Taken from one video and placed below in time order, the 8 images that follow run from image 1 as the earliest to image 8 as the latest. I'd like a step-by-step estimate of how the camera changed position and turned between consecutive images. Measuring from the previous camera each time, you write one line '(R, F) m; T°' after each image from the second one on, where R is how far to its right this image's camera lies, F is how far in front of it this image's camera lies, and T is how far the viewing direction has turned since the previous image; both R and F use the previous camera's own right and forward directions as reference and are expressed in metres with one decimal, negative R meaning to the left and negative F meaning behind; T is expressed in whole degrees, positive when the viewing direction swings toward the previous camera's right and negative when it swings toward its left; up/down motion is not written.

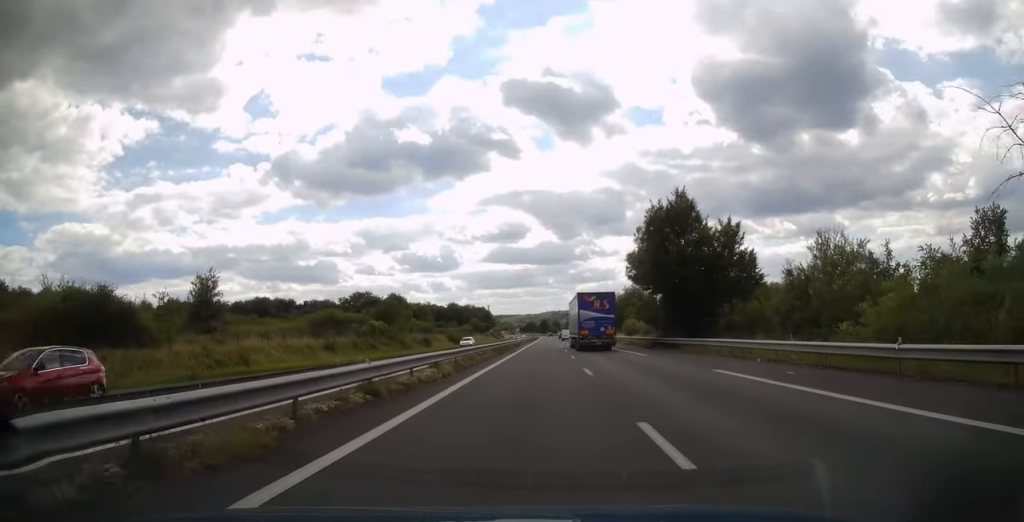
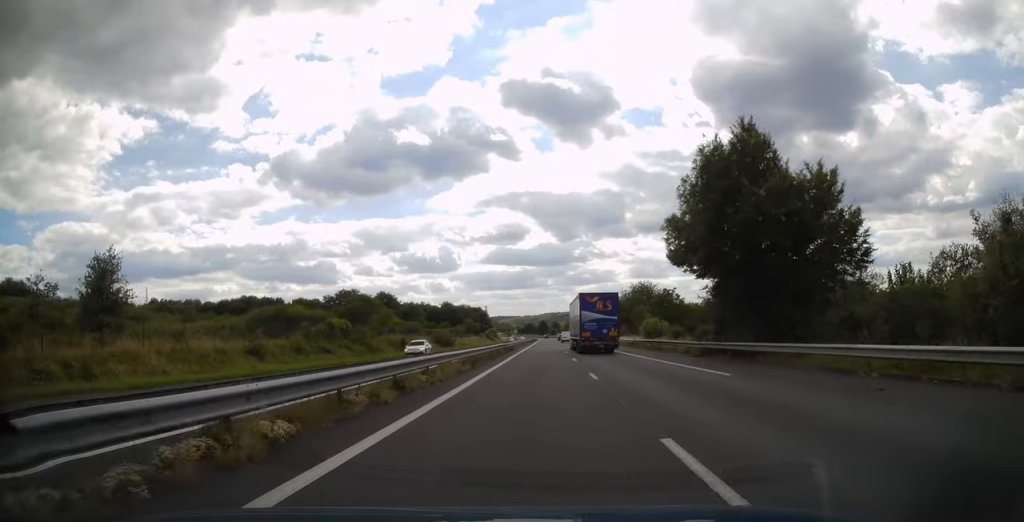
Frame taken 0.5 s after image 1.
(-0.2, +14.1) m; 0°
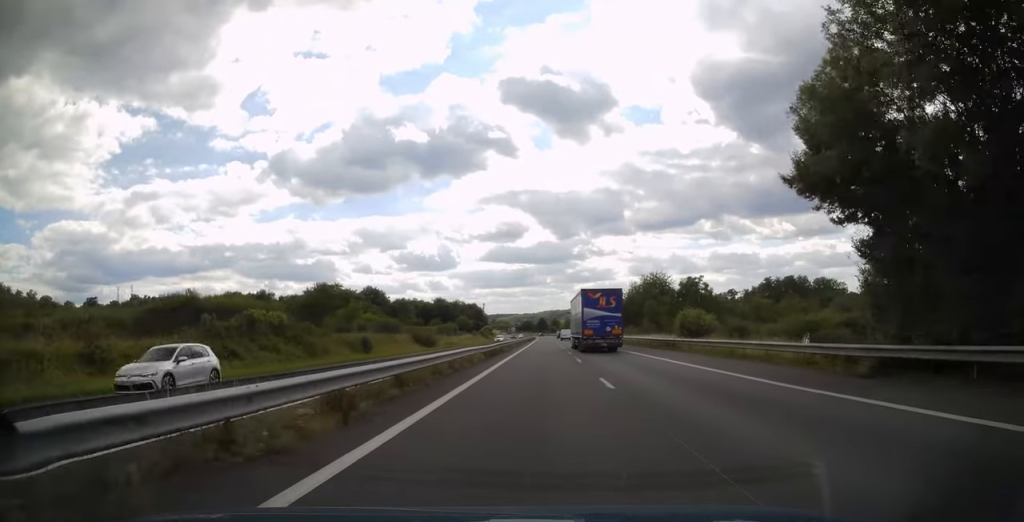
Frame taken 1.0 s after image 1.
(0.0, +16.1) m; 0°
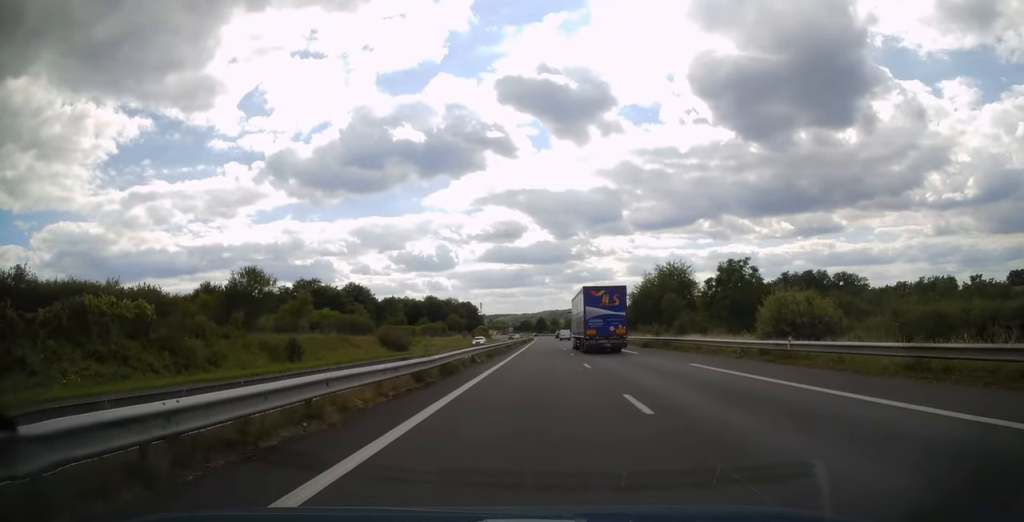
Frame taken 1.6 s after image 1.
(+0.2, +17.5) m; +1°
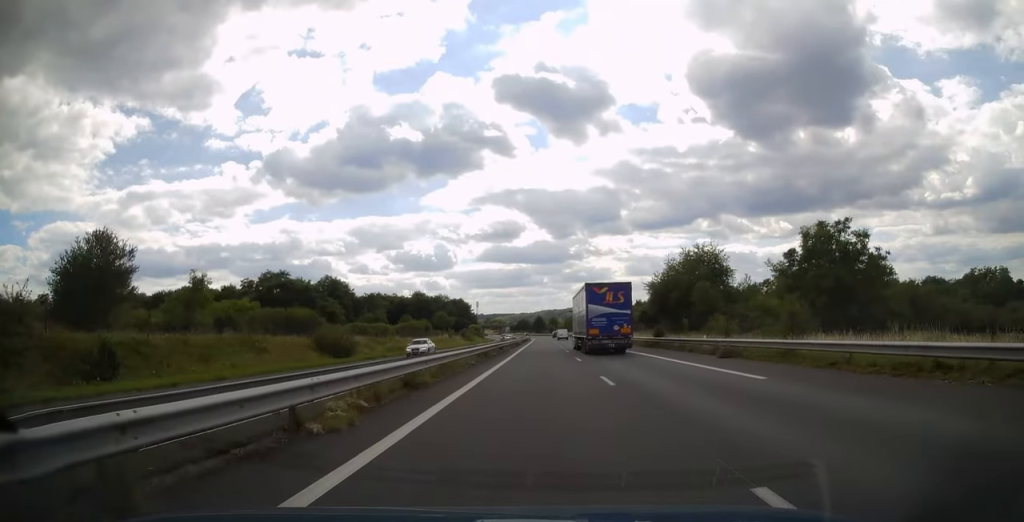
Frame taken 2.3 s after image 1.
(0.0, +20.4) m; 0°
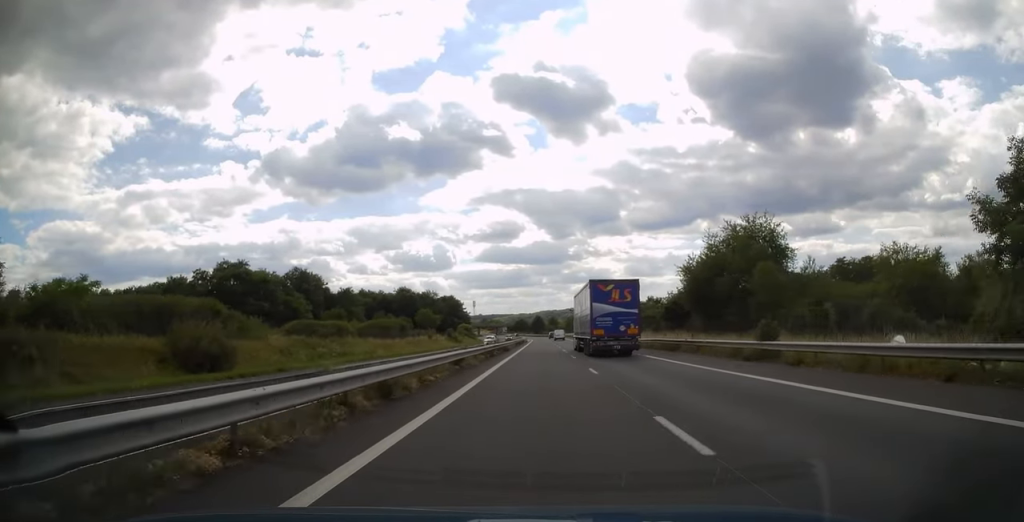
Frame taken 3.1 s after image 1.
(0.0, +21.4) m; 0°
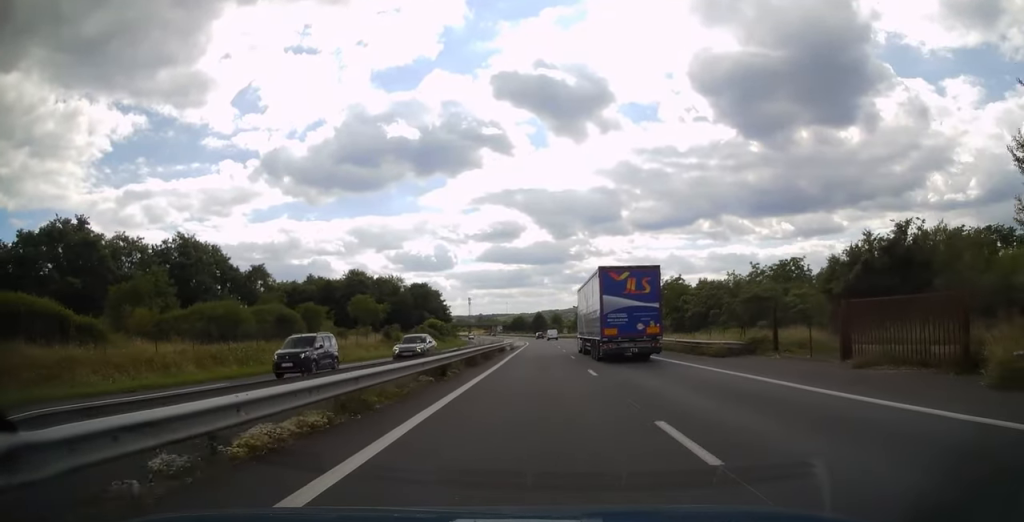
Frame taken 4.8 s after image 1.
(0.0, +51.7) m; 0°
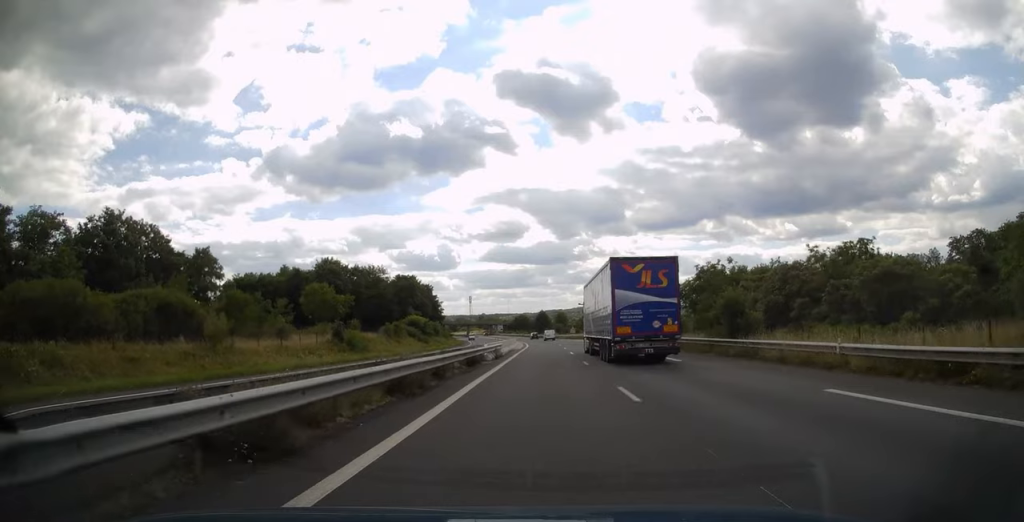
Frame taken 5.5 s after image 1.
(0.0, +20.2) m; 0°
